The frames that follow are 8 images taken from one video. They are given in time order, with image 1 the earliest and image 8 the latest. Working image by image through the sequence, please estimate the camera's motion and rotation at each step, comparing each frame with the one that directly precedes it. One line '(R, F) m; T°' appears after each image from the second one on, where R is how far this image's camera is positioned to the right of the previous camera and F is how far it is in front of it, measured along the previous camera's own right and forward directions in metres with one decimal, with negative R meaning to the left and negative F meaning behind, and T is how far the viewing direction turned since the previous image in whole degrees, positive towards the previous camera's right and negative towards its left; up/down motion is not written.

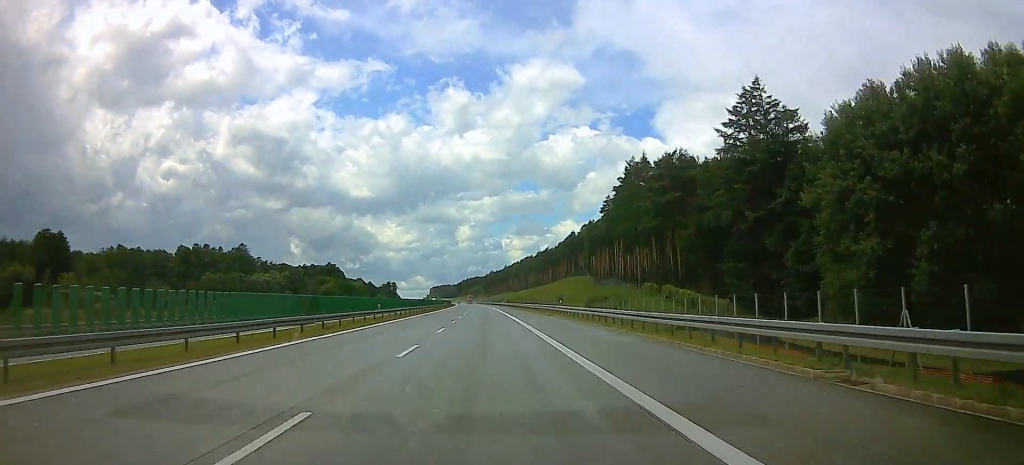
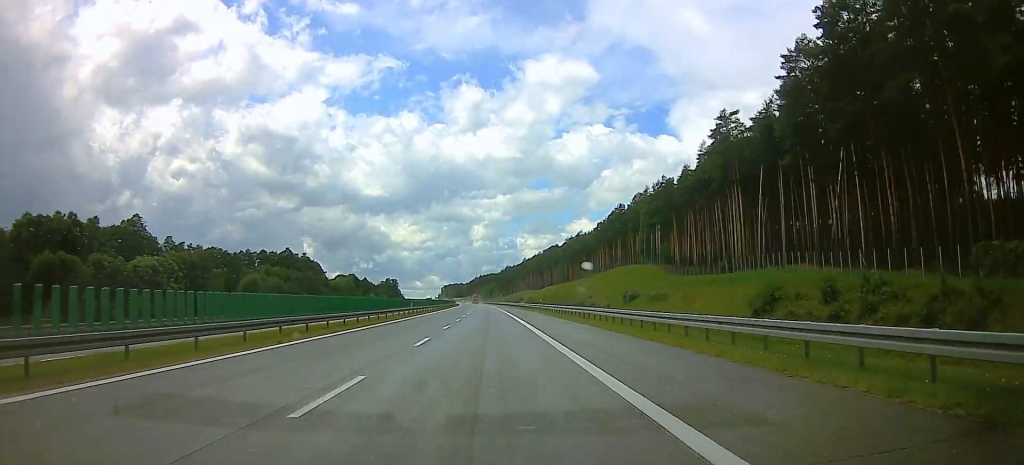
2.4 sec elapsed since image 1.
(-0.9, +78.4) m; -2°
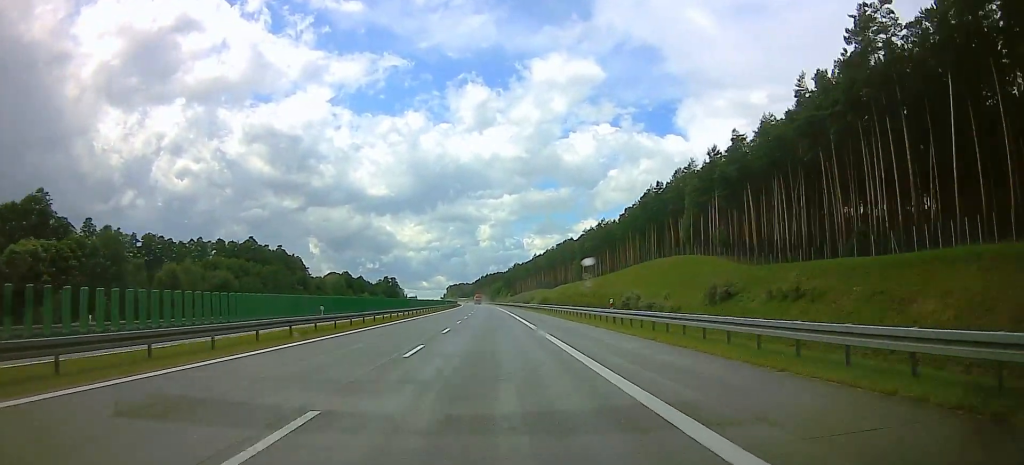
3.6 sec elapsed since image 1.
(0.0, +39.2) m; -1°
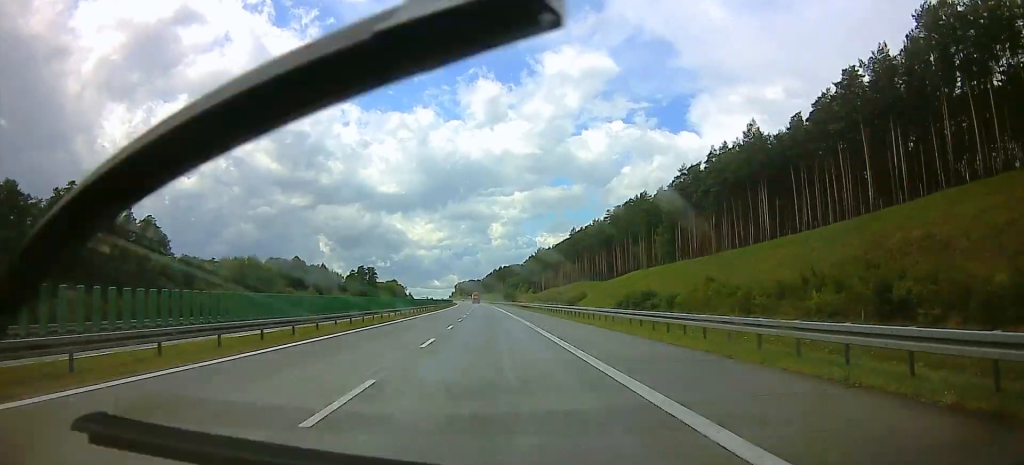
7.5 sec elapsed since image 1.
(-2.5, +127.1) m; -1°
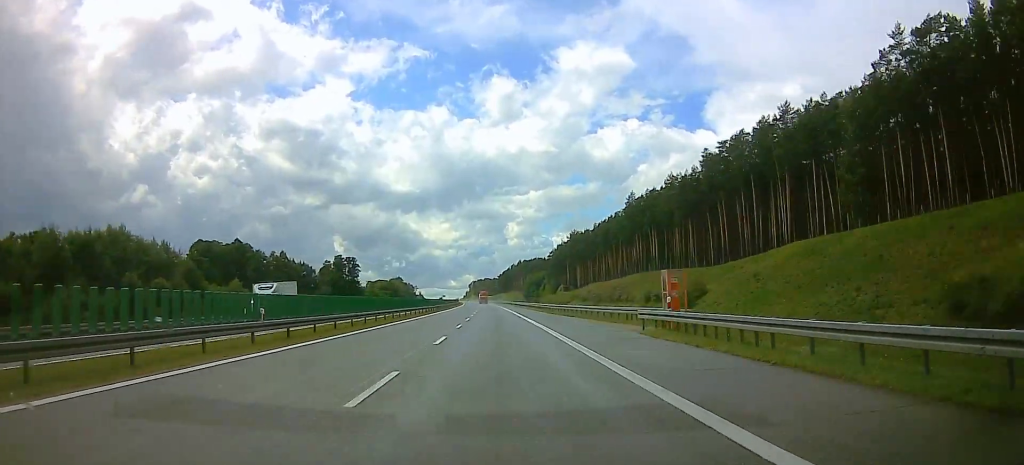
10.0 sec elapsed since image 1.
(0.0, +81.5) m; 0°
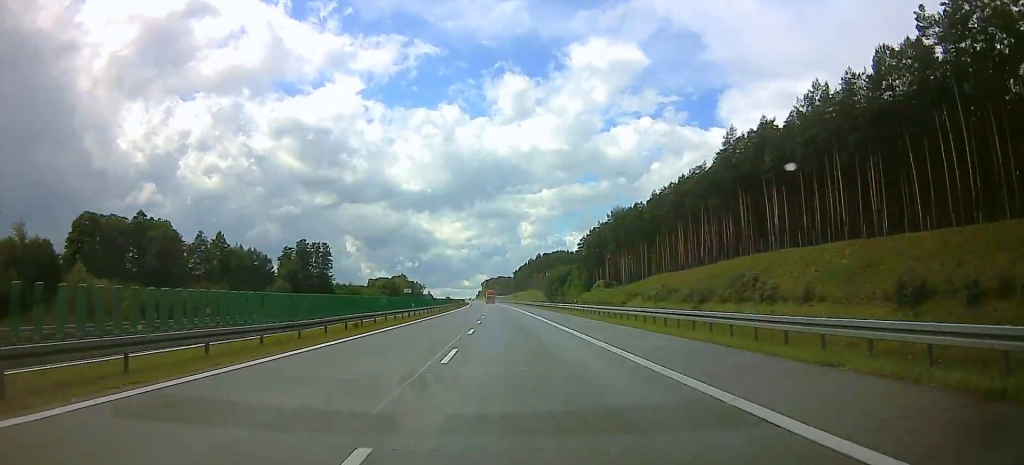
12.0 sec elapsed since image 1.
(+0.4, +65.2) m; -1°
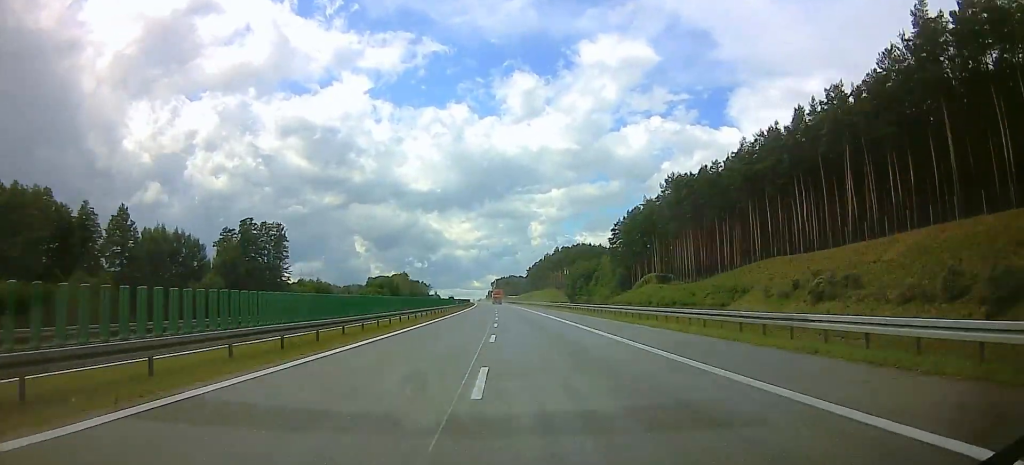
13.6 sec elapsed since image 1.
(-1.1, +52.2) m; -1°
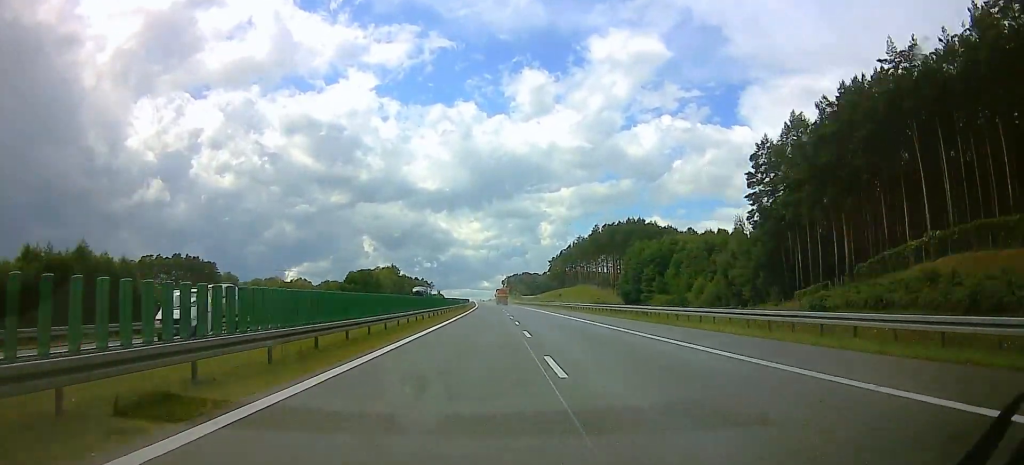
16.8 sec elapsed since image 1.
(-1.7, +104.4) m; 0°
